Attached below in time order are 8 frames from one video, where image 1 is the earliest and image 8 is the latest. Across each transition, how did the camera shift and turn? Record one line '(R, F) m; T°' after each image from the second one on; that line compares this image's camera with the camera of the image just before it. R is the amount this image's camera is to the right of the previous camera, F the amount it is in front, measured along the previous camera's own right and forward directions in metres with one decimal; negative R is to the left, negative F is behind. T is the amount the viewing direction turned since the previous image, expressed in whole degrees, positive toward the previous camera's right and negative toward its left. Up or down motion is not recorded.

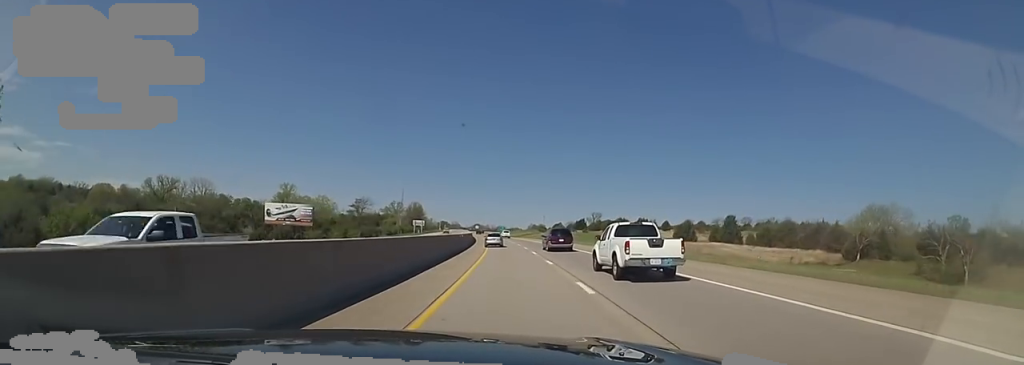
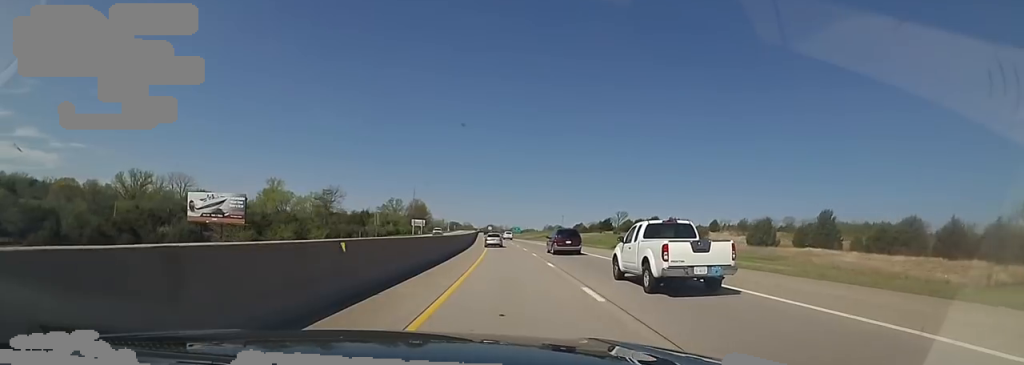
(-0.5, +31.6) m; -2°
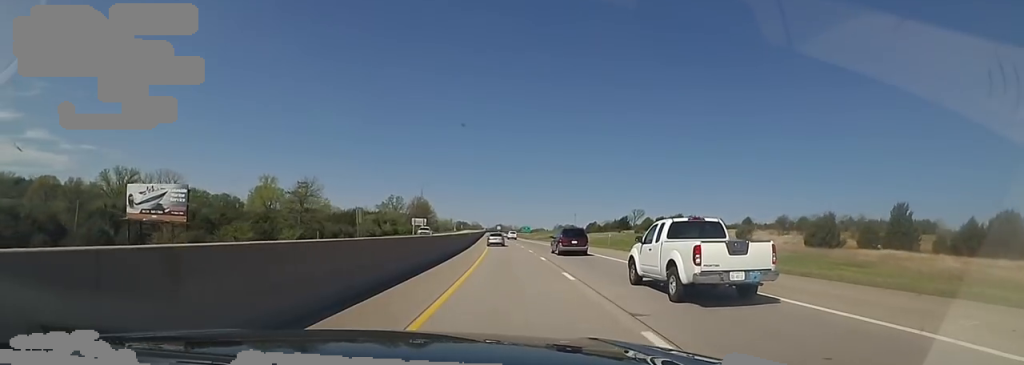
(+0.2, +15.8) m; -1°
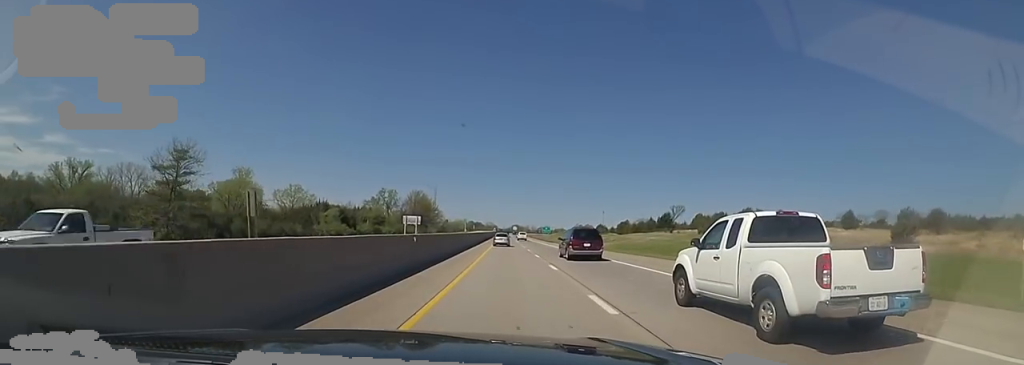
(-1.3, +36.3) m; 0°
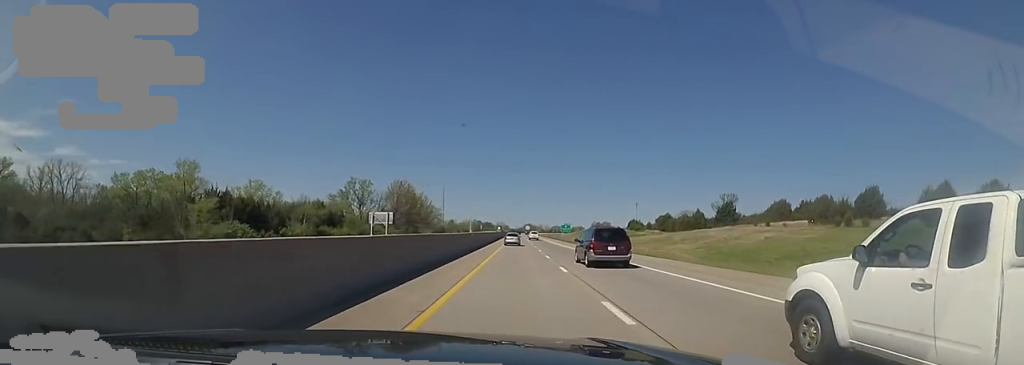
(+1.2, +40.8) m; -1°
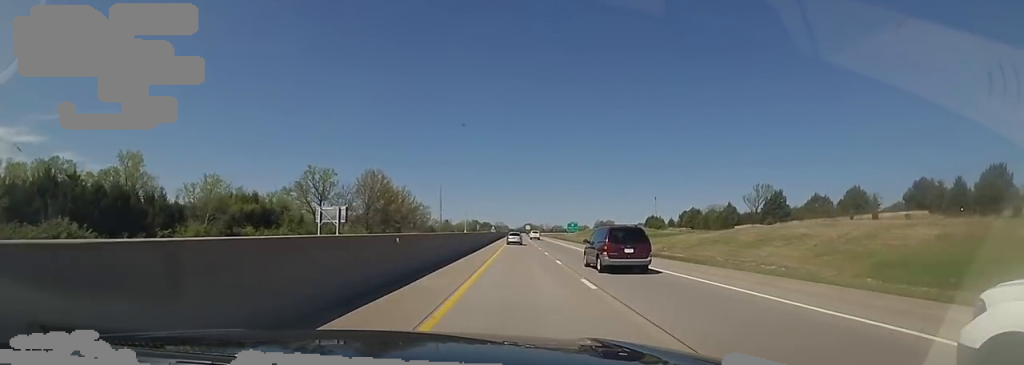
(-1.2, +25.0) m; -2°
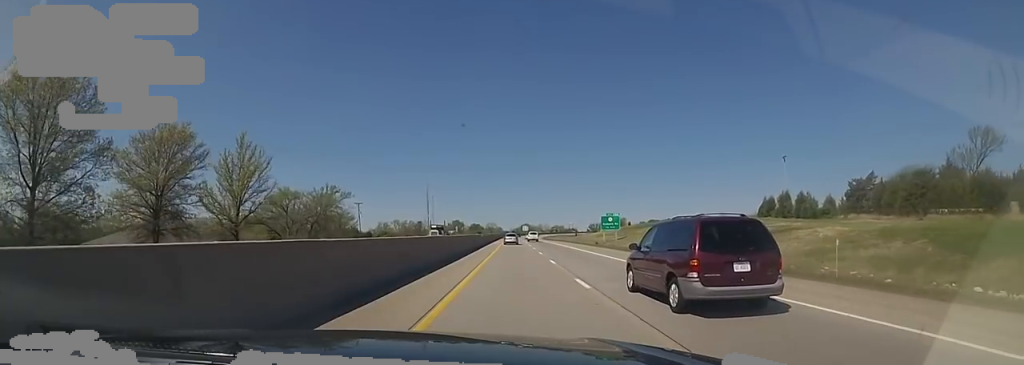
(+2.9, +79.4) m; +2°
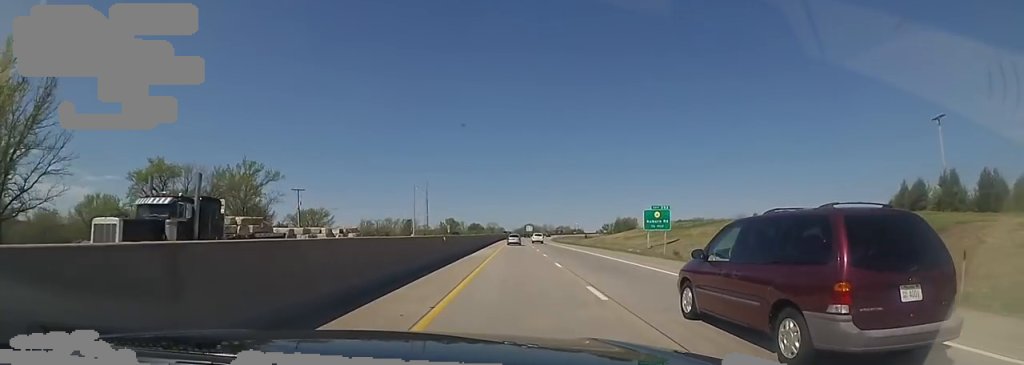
(-1.7, +31.5) m; -1°
